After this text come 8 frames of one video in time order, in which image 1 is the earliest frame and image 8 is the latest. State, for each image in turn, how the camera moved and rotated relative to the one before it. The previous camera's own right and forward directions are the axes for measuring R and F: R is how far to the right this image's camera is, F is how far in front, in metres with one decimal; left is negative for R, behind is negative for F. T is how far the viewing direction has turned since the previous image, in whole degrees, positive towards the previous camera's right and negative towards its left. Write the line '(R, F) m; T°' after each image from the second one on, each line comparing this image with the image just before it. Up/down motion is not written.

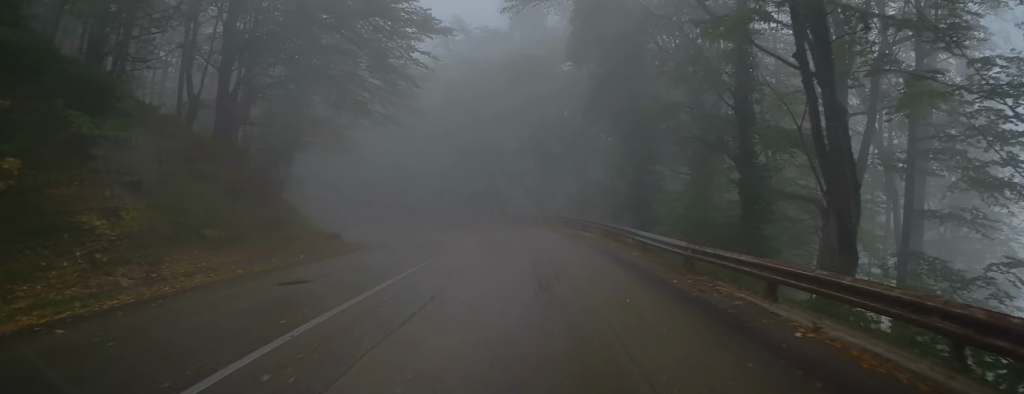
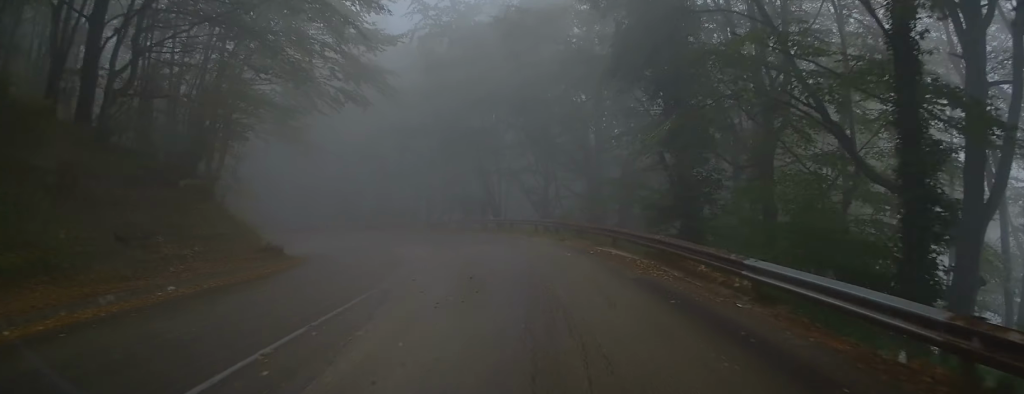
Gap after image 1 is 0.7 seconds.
(0.0, +7.8) m; -1°
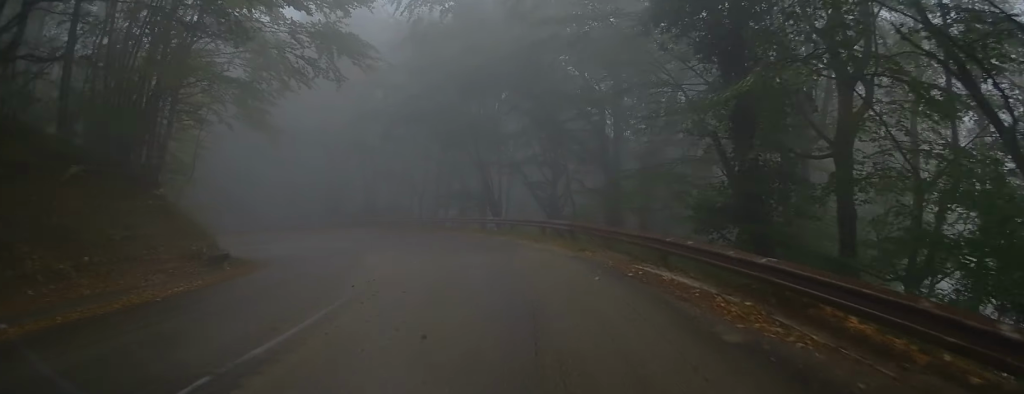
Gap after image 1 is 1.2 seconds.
(0.0, +5.0) m; -1°
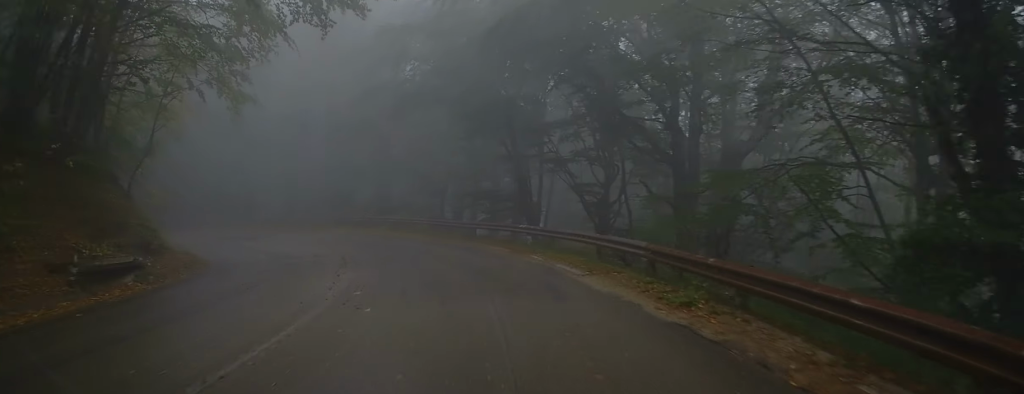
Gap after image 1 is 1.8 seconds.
(0.0, +6.6) m; -4°
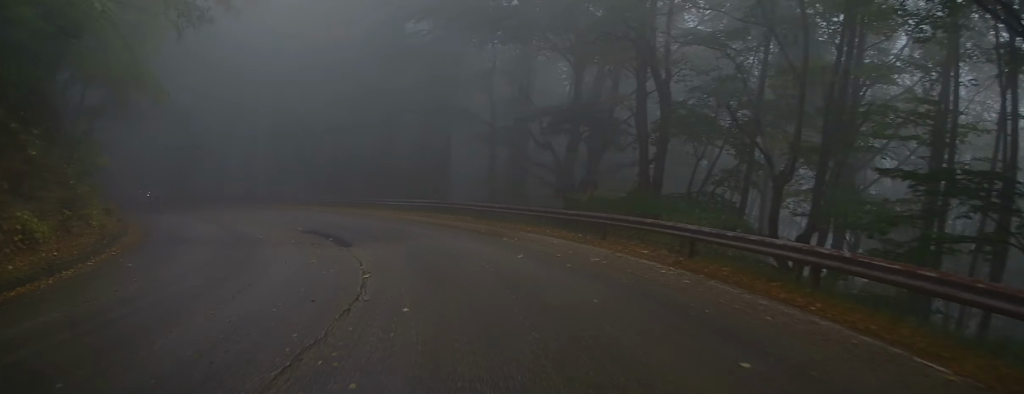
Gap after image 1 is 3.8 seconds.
(-3.7, +19.2) m; -24°
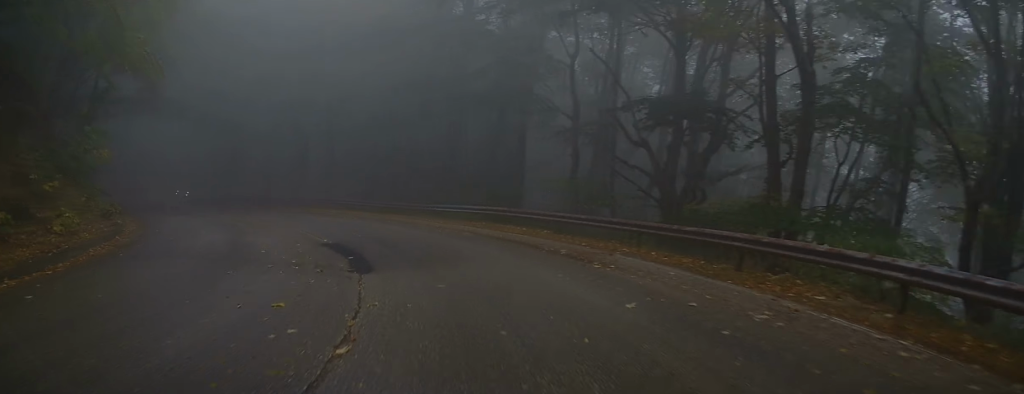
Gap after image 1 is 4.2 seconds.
(-0.2, +4.7) m; -6°
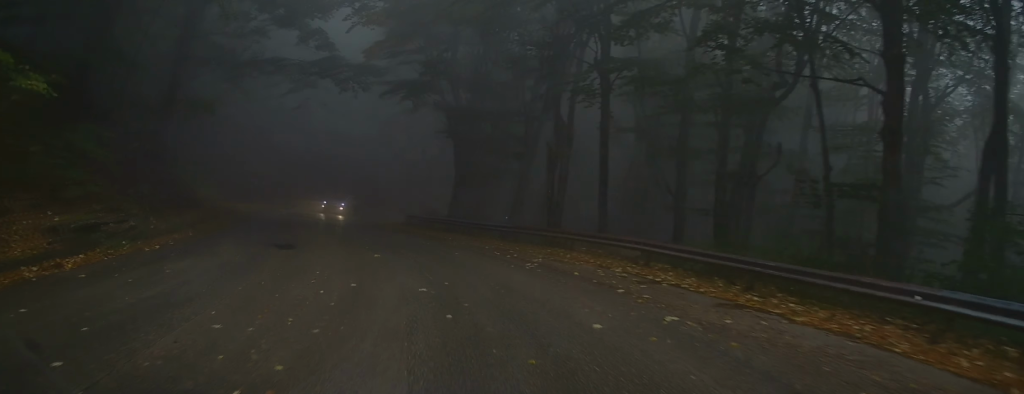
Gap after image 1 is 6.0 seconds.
(-3.3, +18.1) m; -19°
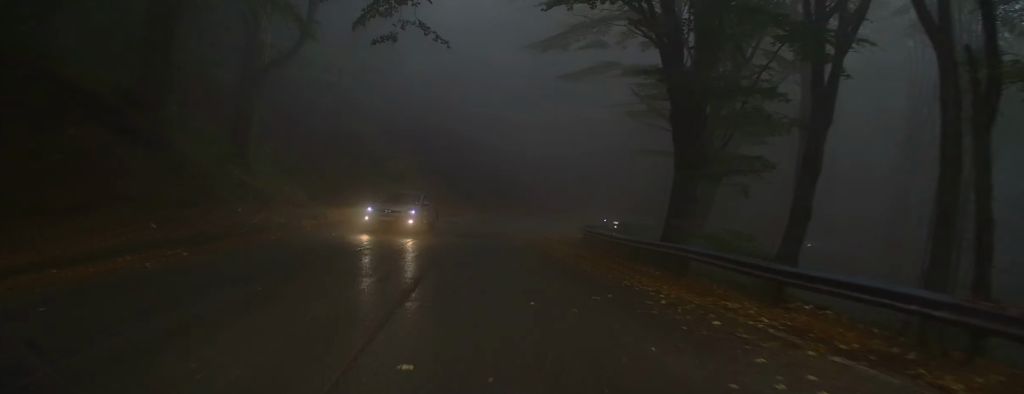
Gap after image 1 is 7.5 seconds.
(-2.1, +16.0) m; -12°
